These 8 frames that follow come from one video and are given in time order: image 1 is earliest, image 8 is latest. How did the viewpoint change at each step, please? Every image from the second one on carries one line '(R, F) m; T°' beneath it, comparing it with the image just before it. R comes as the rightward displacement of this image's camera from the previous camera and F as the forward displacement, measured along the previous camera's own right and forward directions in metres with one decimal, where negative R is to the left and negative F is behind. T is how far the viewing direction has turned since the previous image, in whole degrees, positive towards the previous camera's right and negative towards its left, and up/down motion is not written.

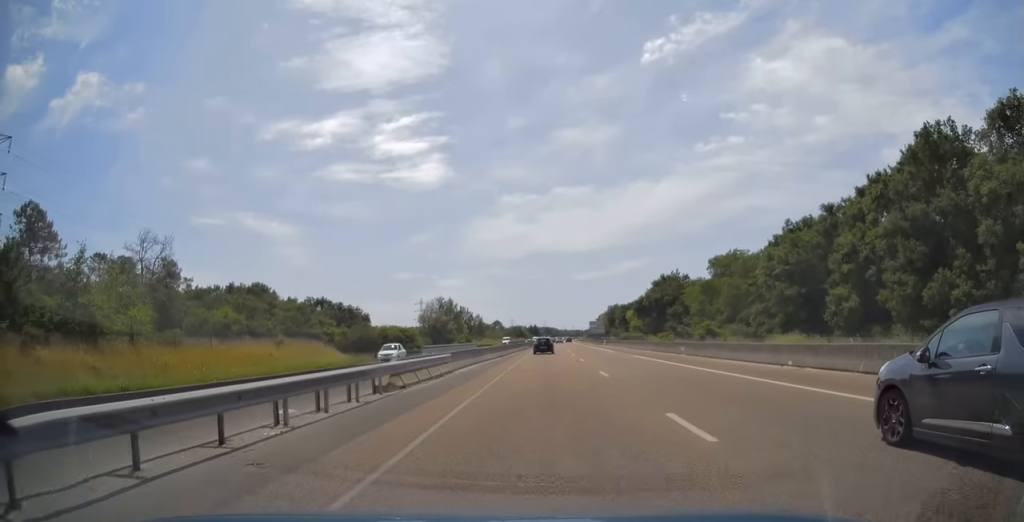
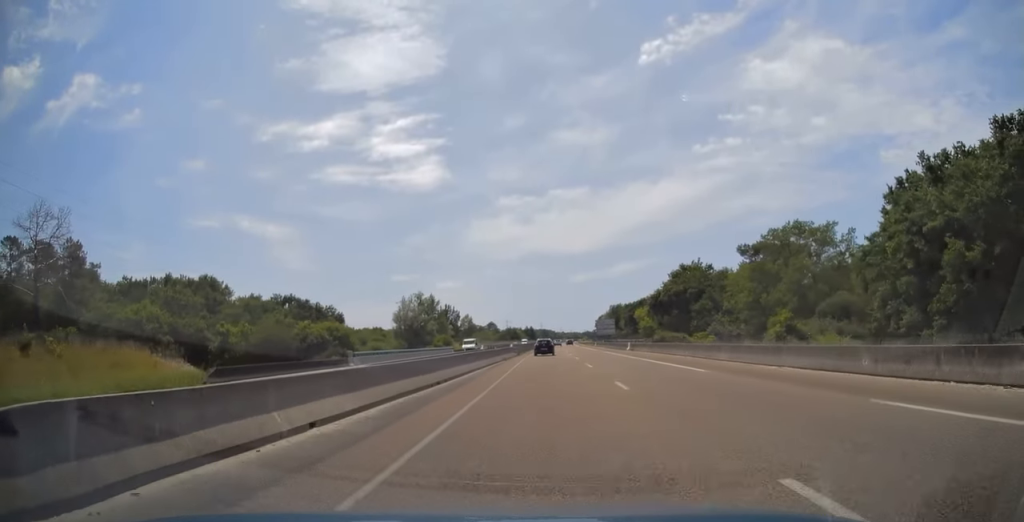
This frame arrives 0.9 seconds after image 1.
(+0.2, +30.6) m; +1°
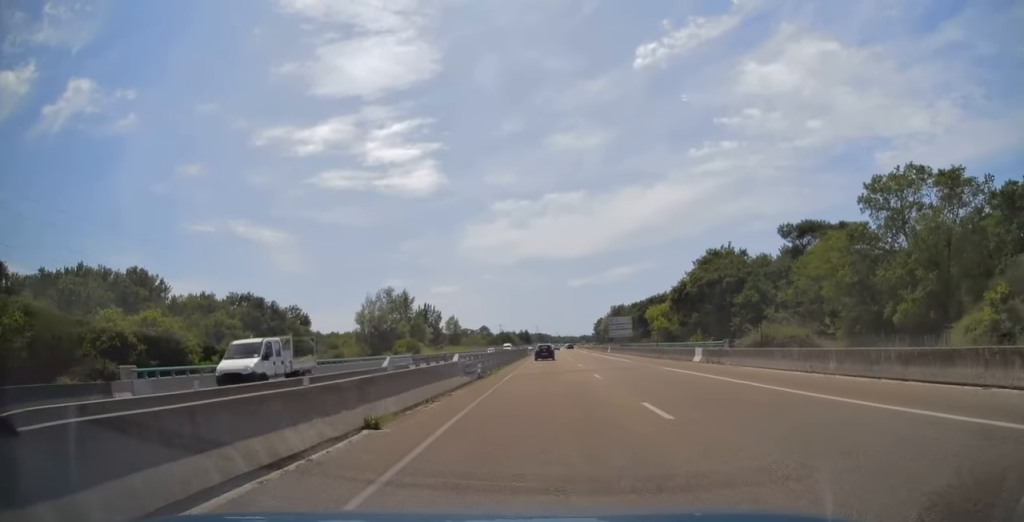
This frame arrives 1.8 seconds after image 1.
(+0.3, +31.2) m; +1°
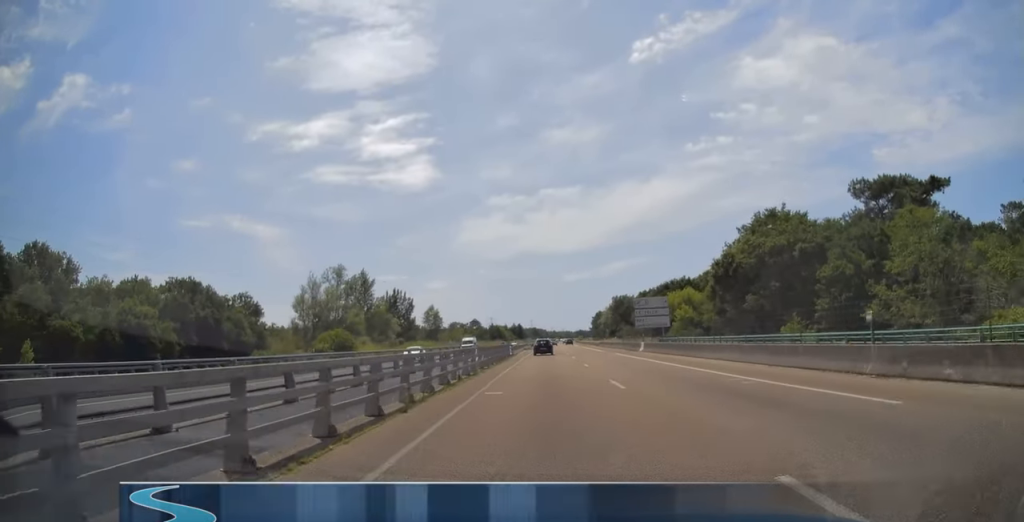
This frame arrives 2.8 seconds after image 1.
(0.0, +33.6) m; 0°
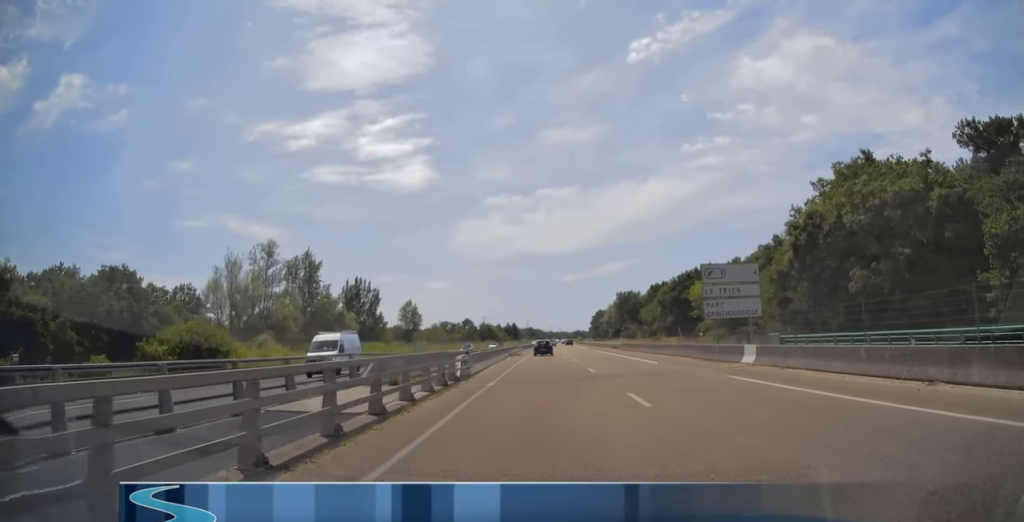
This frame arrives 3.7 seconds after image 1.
(0.0, +29.8) m; 0°
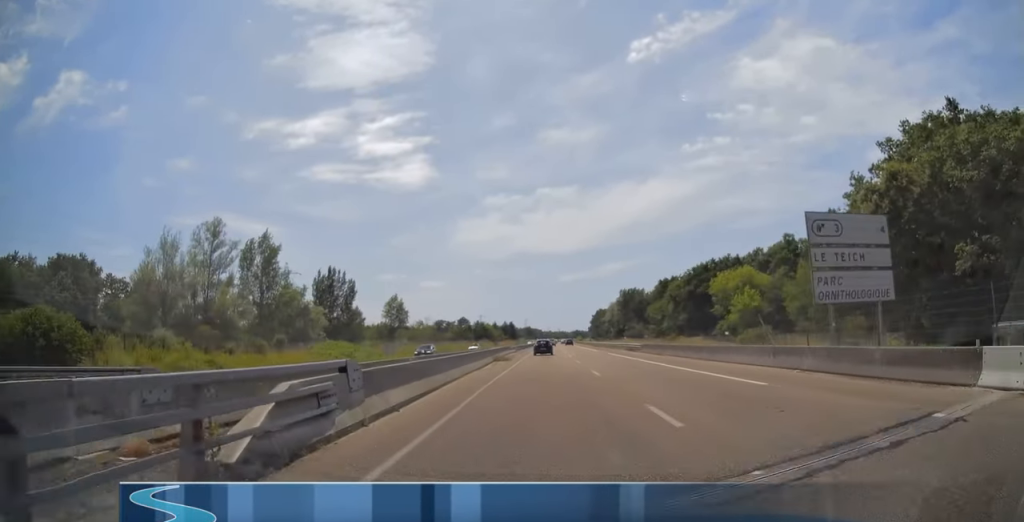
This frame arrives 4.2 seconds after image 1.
(0.0, +15.7) m; 0°
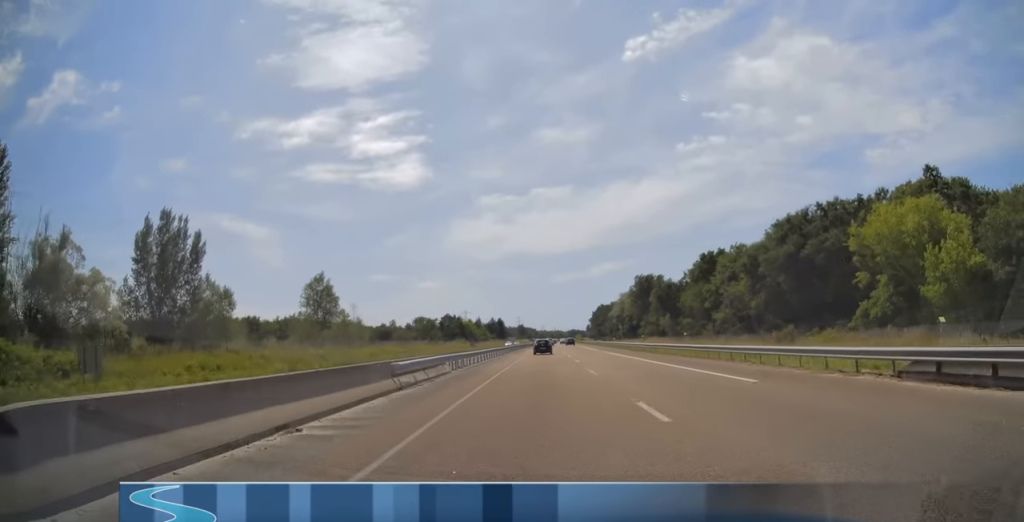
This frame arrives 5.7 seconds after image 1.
(0.0, +51.7) m; 0°
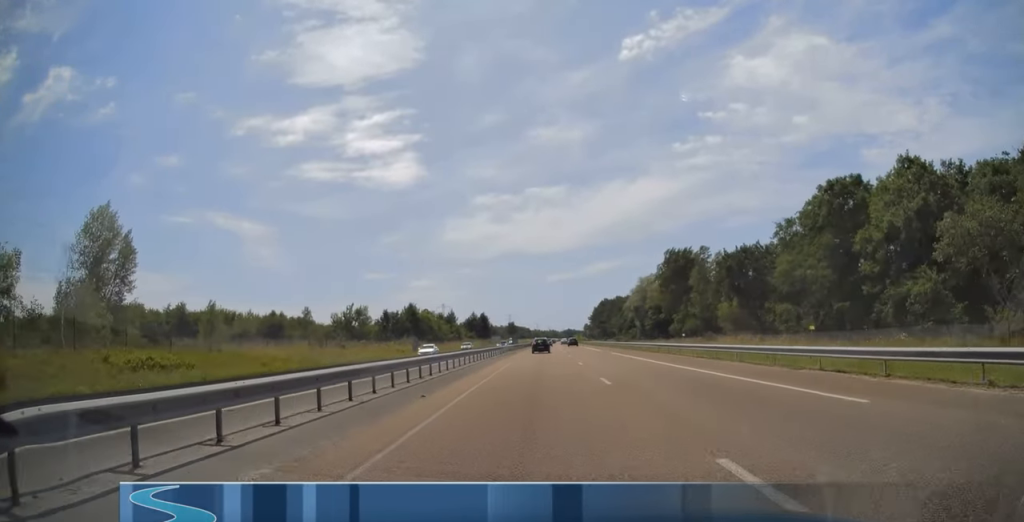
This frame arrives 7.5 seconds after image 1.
(0.0, +57.8) m; +1°
